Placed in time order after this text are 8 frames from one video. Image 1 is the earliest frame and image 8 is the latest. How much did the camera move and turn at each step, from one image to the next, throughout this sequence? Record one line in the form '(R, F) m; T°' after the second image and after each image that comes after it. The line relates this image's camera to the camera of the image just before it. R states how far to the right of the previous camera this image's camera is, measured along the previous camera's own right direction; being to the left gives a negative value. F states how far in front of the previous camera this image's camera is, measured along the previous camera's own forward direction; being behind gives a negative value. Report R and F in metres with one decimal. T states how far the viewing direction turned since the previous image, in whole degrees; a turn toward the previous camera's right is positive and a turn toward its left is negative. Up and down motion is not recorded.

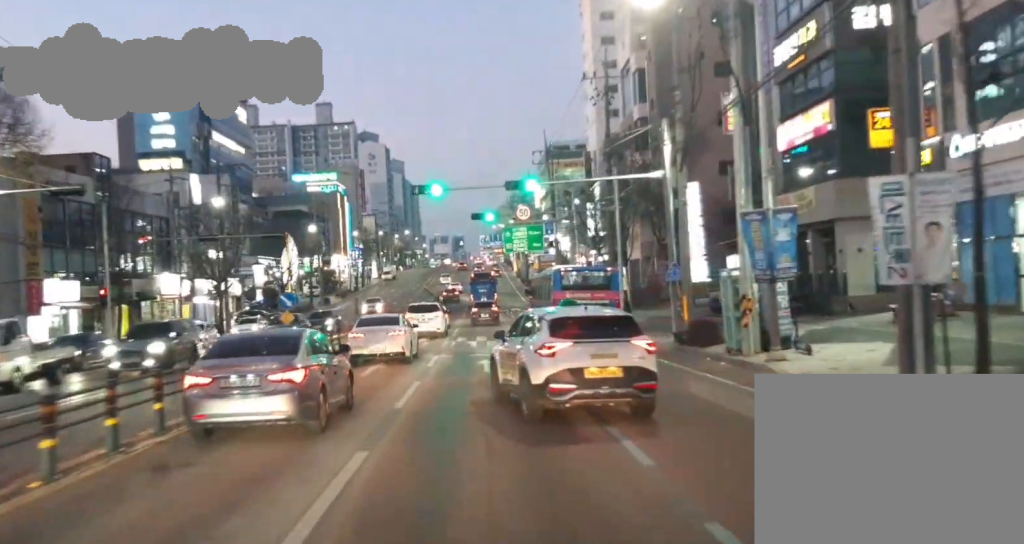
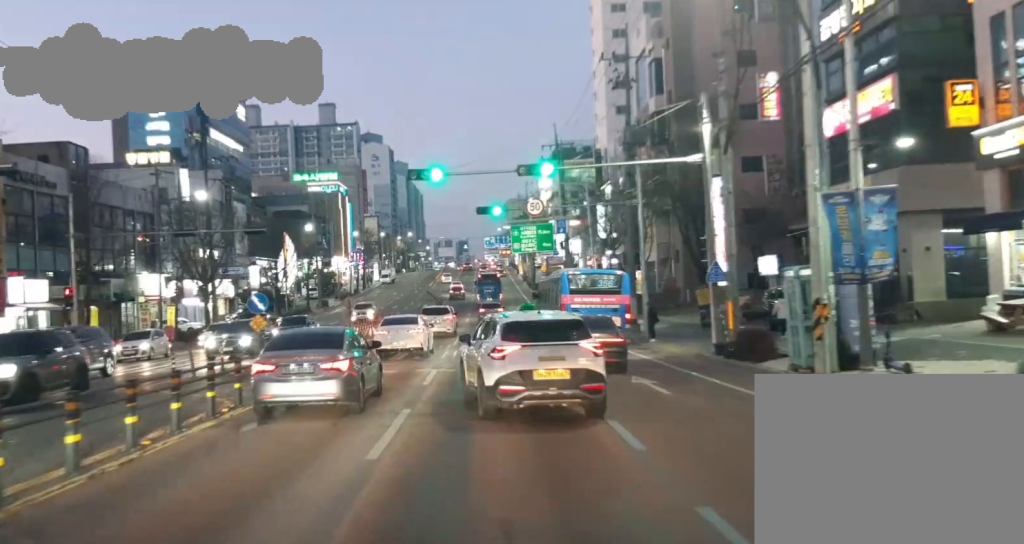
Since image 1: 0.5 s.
(0.0, +4.8) m; 0°
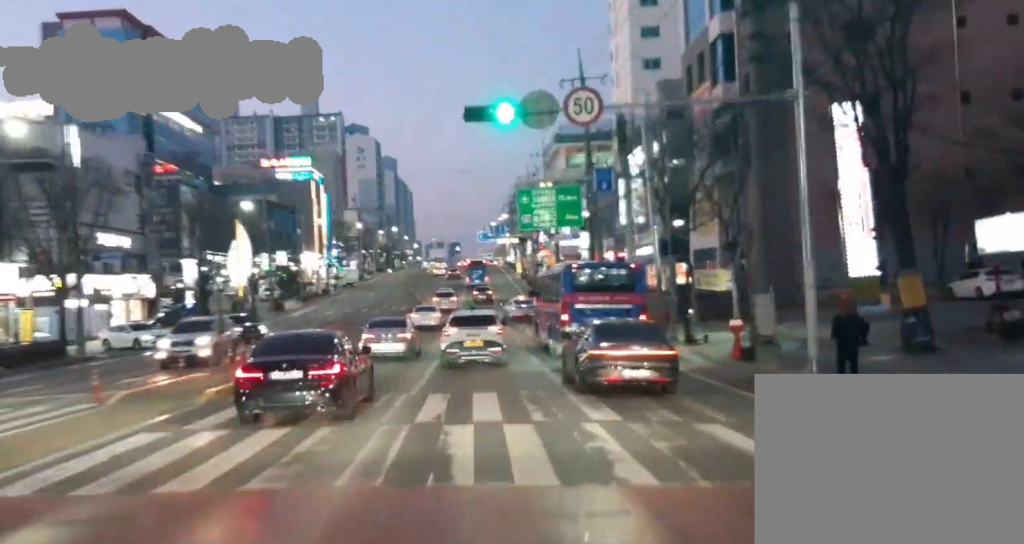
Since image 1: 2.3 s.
(-0.1, +21.3) m; -2°
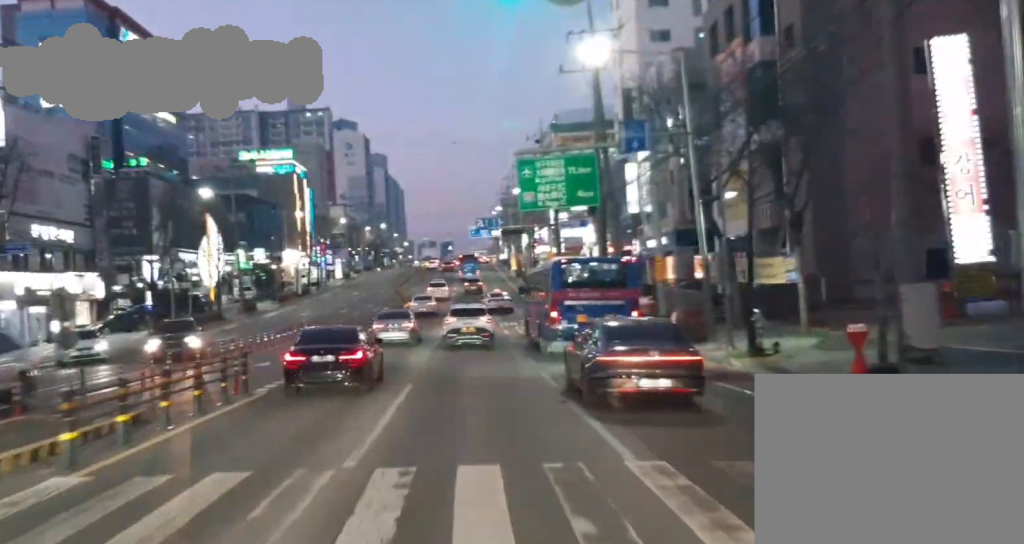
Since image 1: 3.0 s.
(-0.1, +8.6) m; 0°
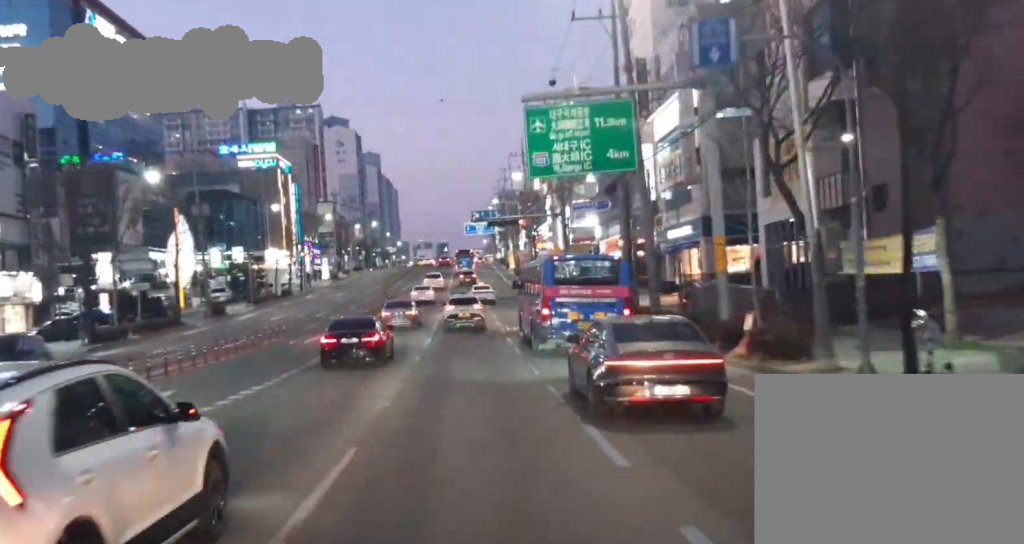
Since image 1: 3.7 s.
(-0.1, +9.0) m; +1°
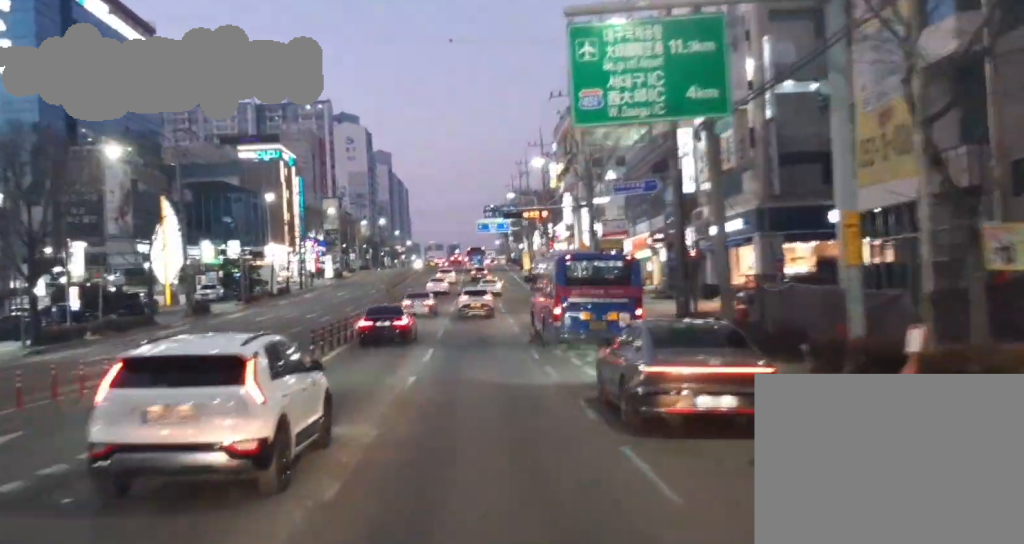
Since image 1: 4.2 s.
(+0.2, +8.1) m; +1°
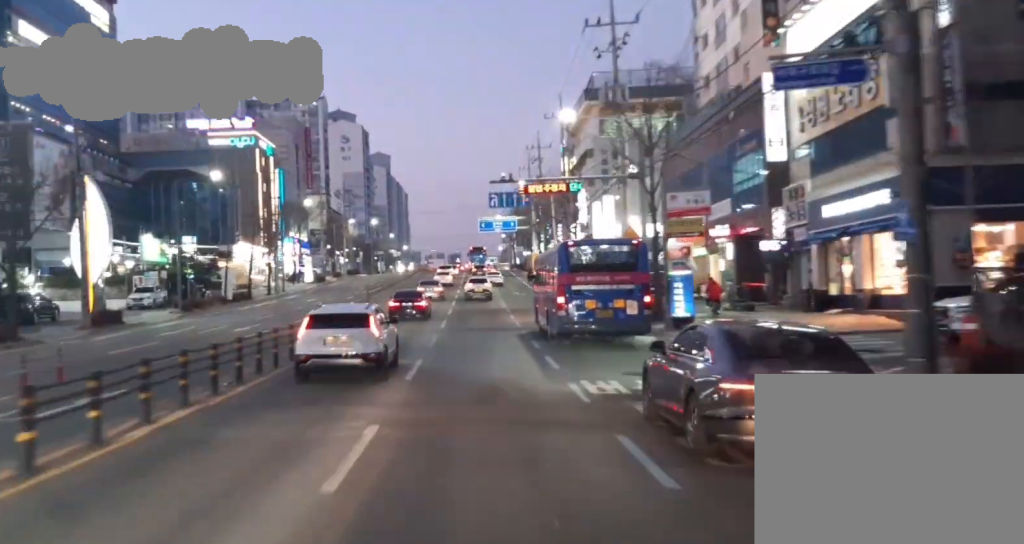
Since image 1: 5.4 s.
(+0.1, +17.2) m; 0°
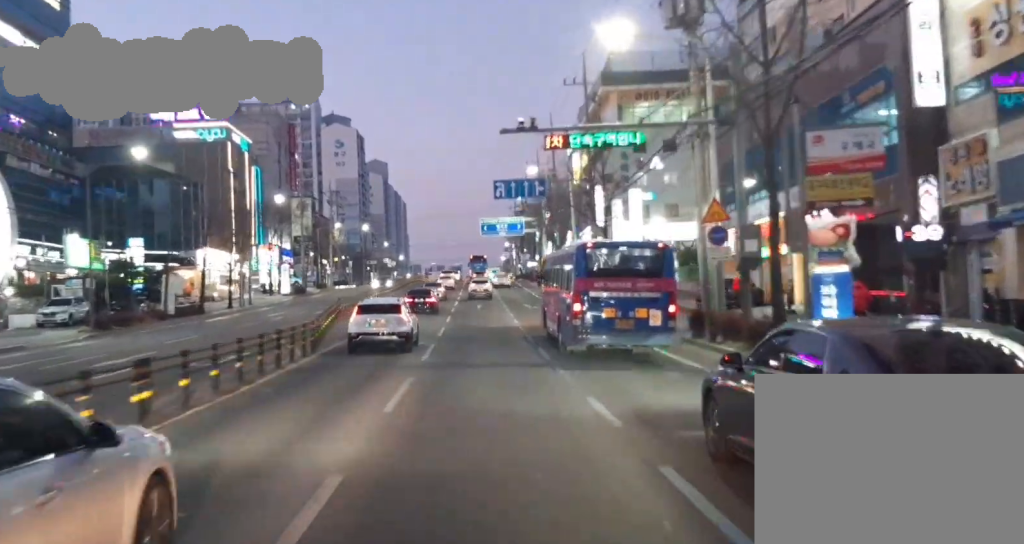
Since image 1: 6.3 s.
(0.0, +13.8) m; 0°
